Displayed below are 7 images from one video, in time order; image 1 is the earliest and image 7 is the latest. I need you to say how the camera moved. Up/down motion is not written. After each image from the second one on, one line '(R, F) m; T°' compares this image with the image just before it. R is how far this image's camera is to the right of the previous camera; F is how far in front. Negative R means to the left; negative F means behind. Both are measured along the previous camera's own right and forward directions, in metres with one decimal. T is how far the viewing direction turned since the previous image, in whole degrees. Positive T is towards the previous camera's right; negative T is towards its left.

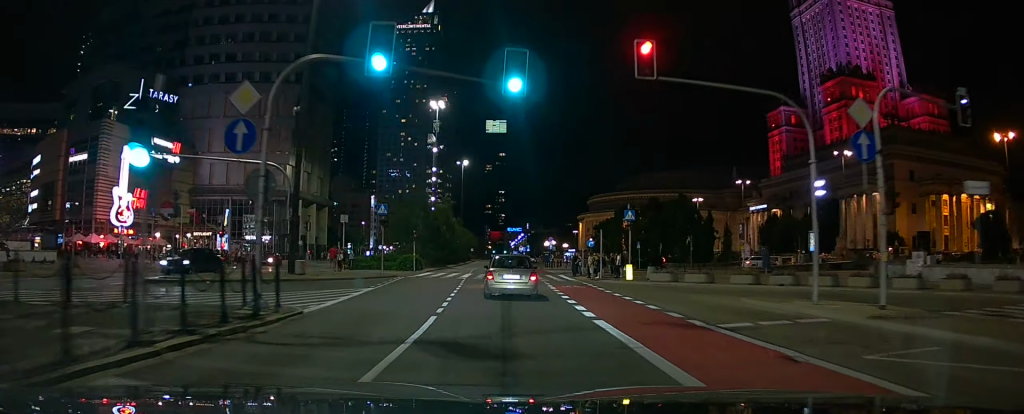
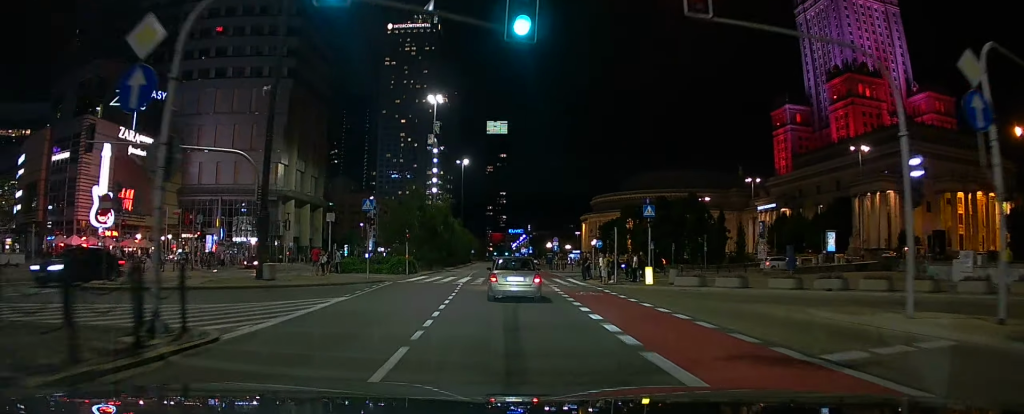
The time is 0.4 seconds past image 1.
(0.0, +4.2) m; 0°
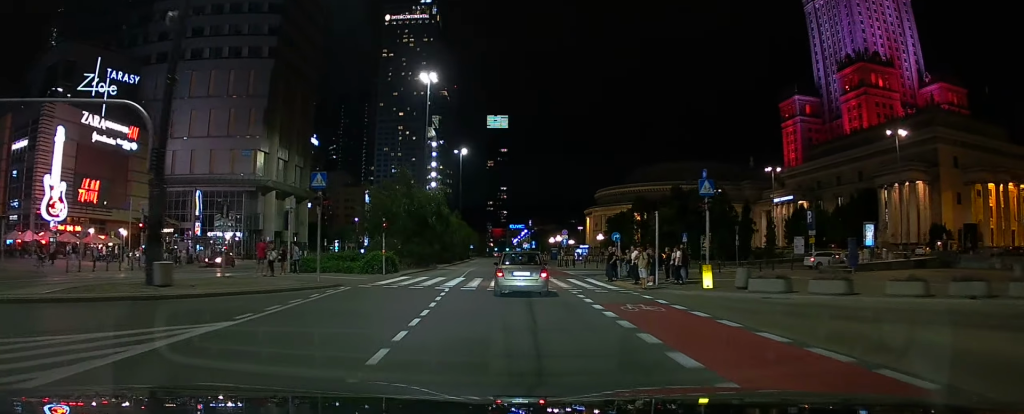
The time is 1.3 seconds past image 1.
(+0.1, +8.6) m; 0°
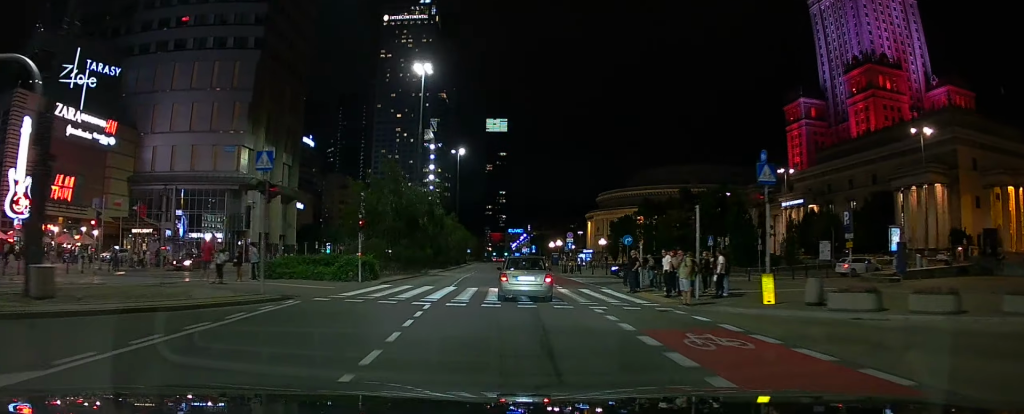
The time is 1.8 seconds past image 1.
(0.0, +5.4) m; 0°
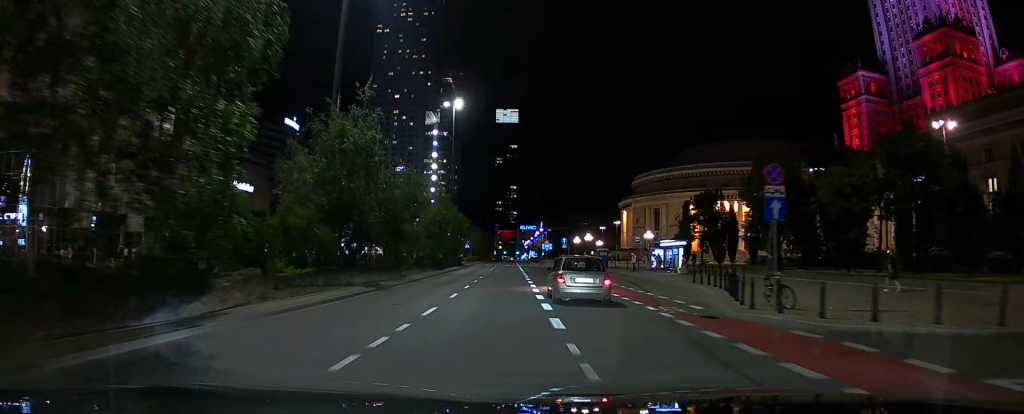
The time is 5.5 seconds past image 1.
(-0.6, +39.5) m; -2°
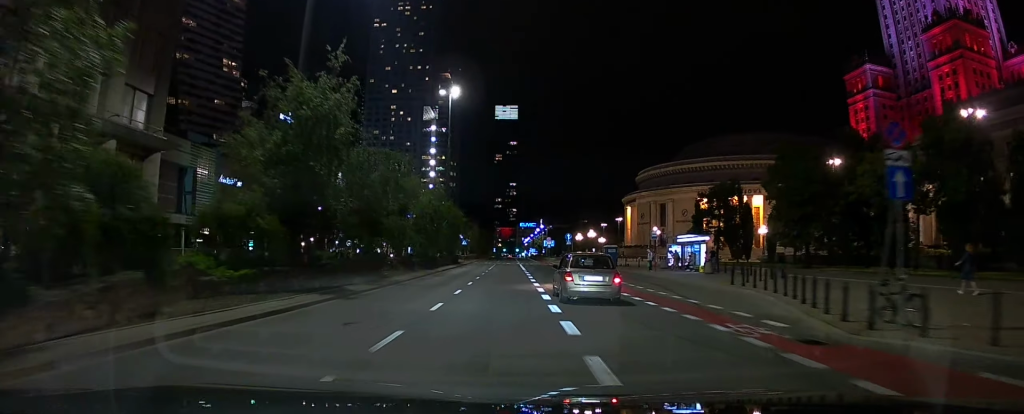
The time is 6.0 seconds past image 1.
(0.0, +5.3) m; -1°
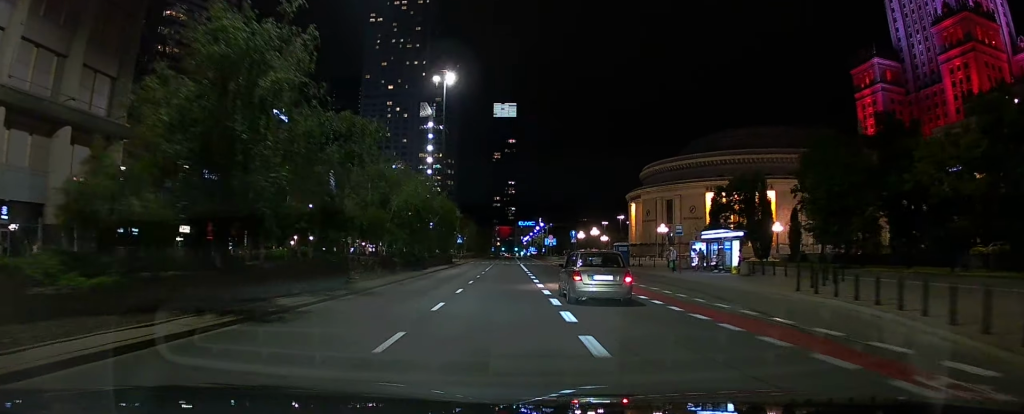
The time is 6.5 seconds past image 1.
(0.0, +6.2) m; 0°
